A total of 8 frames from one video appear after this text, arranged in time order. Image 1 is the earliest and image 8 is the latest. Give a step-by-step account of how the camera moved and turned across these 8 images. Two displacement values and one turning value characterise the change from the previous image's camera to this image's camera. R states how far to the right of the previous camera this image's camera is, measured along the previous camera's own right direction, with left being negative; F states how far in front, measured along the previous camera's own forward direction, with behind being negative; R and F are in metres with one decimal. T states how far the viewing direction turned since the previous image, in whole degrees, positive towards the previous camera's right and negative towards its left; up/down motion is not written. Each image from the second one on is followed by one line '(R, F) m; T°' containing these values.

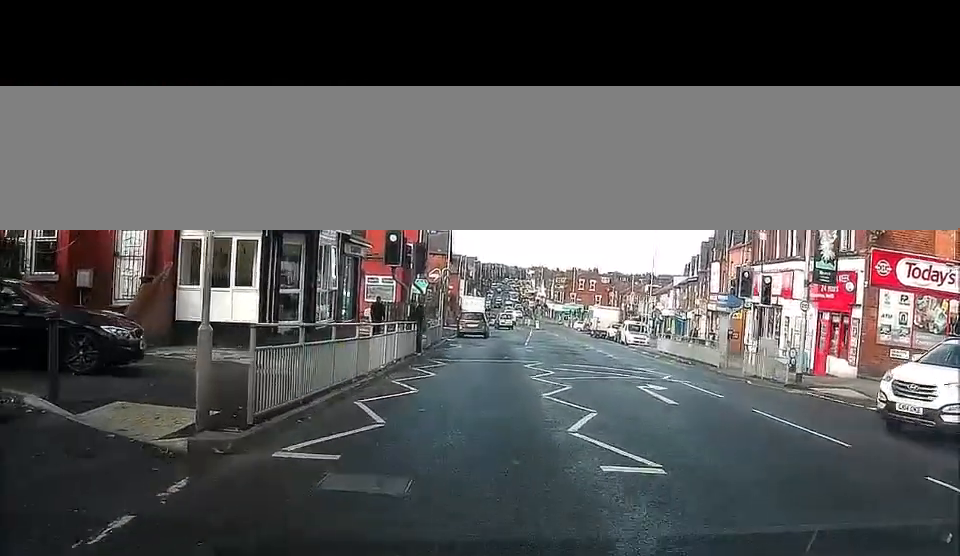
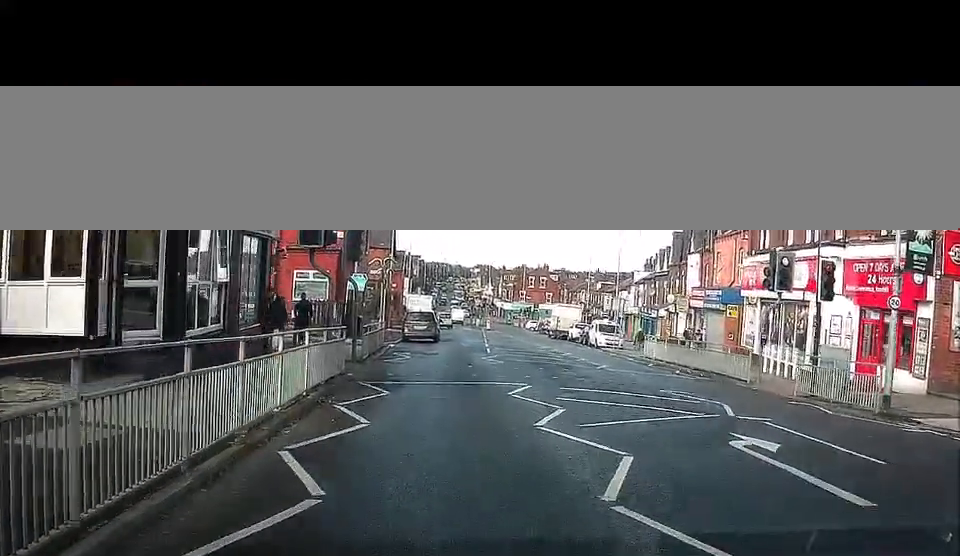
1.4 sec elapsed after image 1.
(+0.1, +8.7) m; +2°
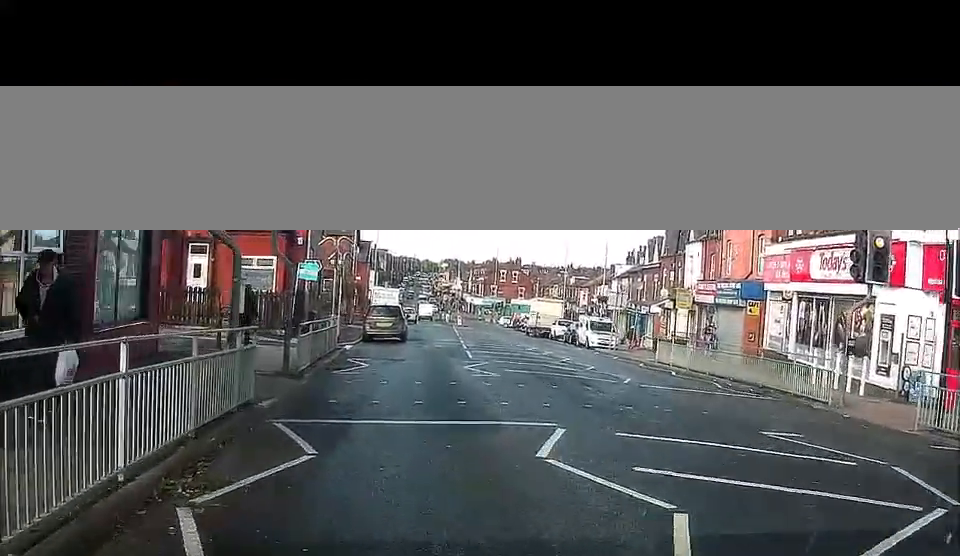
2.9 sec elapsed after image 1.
(+0.2, +6.9) m; -2°
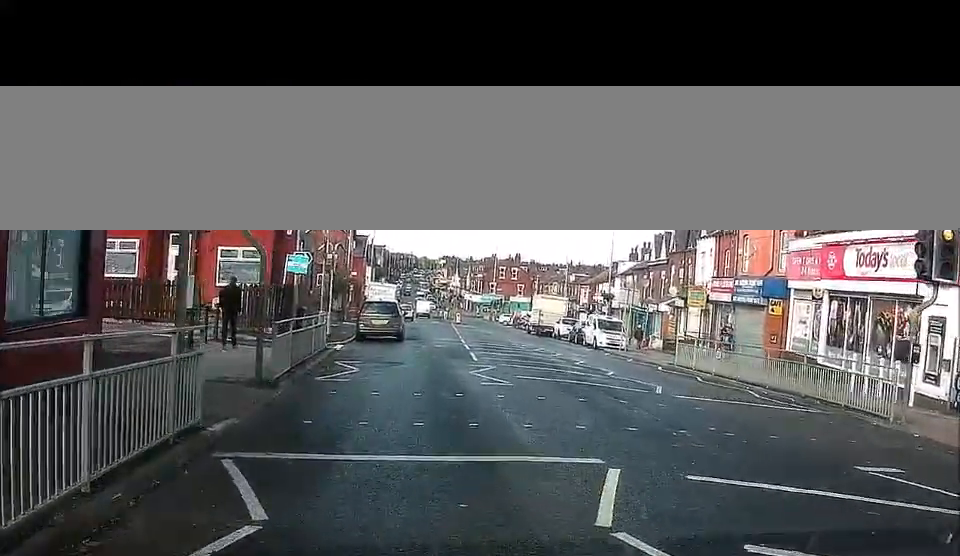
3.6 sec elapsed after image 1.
(-0.1, +2.5) m; -4°
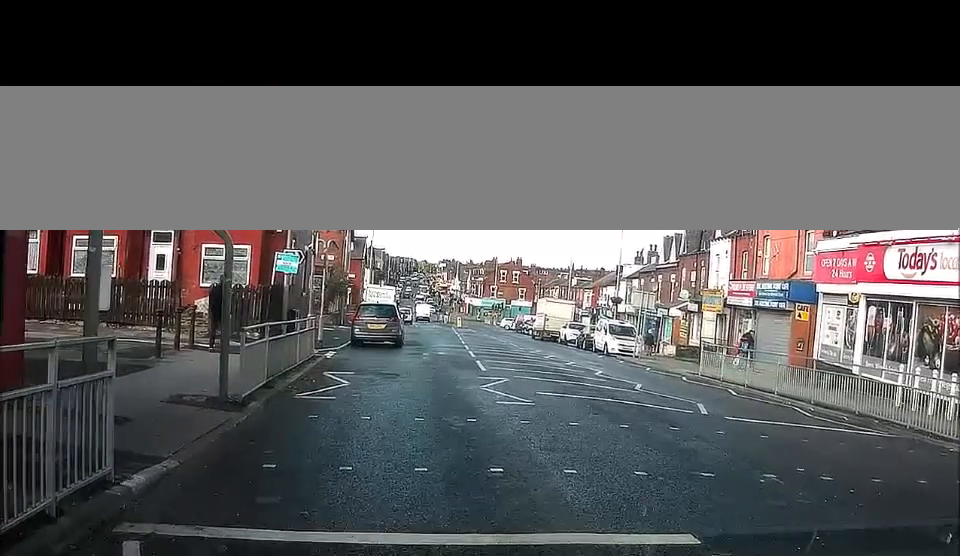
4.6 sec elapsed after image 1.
(-0.2, +2.1) m; -4°
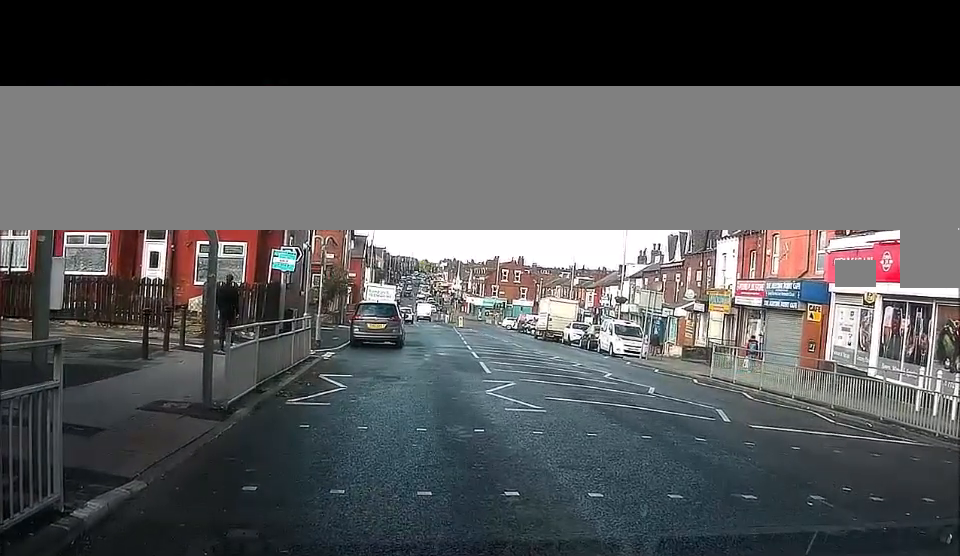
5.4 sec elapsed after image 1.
(+0.1, +0.8) m; 0°
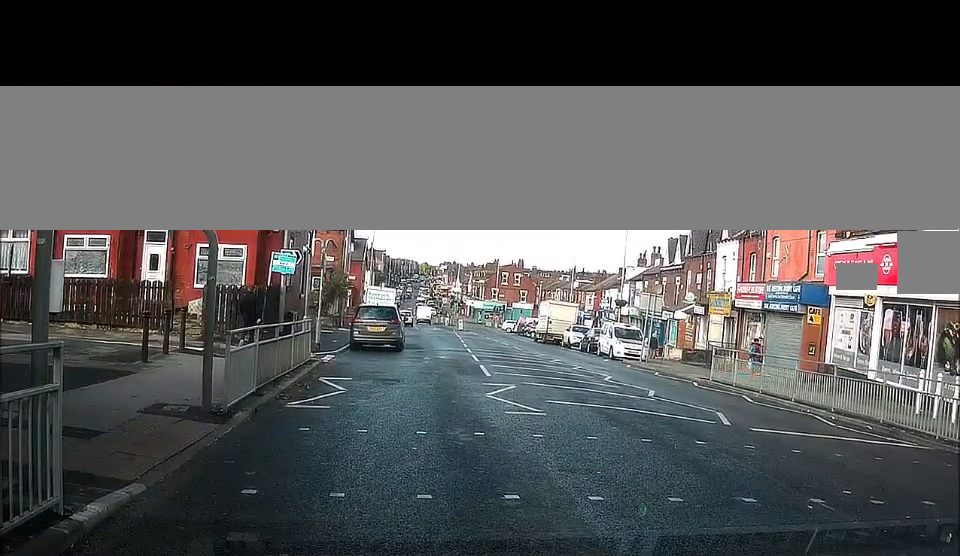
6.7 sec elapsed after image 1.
(+0.2, +0.4) m; 0°
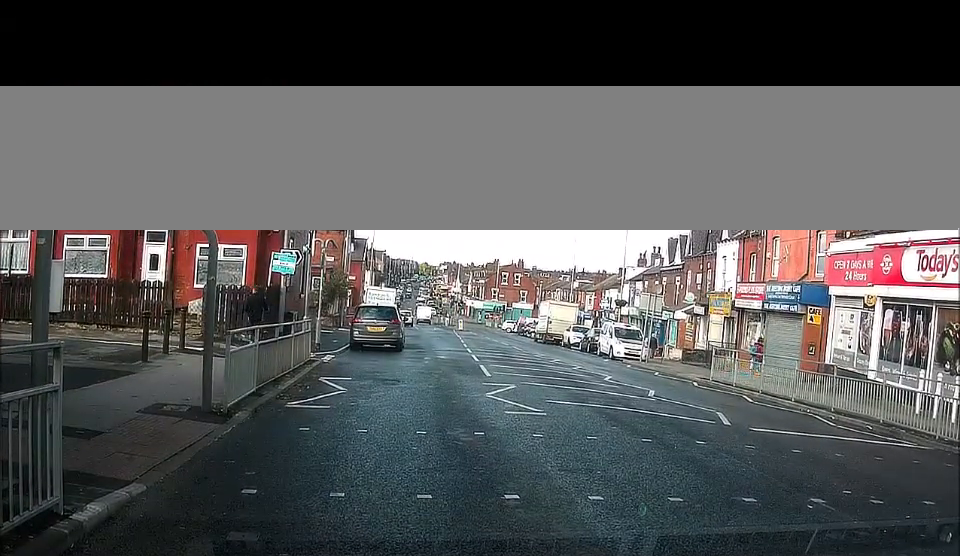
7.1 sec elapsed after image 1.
(0.0, 0.0) m; 0°
